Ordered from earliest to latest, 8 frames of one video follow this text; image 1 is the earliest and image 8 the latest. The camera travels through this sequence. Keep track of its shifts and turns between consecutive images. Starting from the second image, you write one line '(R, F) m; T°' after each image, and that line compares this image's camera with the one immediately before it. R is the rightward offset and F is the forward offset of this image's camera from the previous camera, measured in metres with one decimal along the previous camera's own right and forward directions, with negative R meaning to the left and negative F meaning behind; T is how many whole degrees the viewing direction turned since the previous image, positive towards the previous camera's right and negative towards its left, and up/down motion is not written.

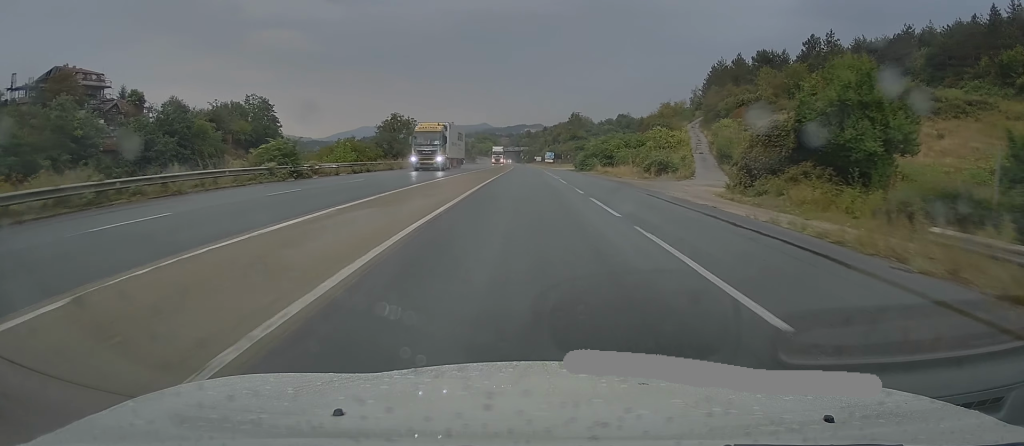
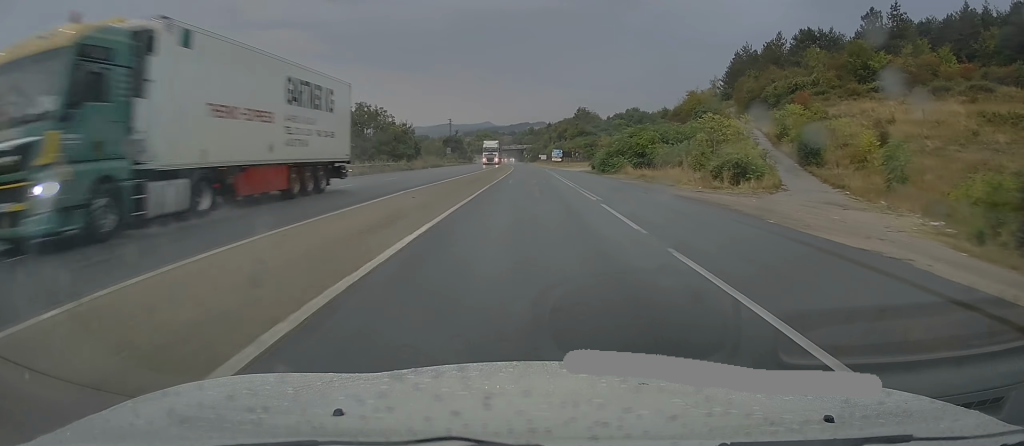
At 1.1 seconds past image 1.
(+0.5, +20.0) m; +2°
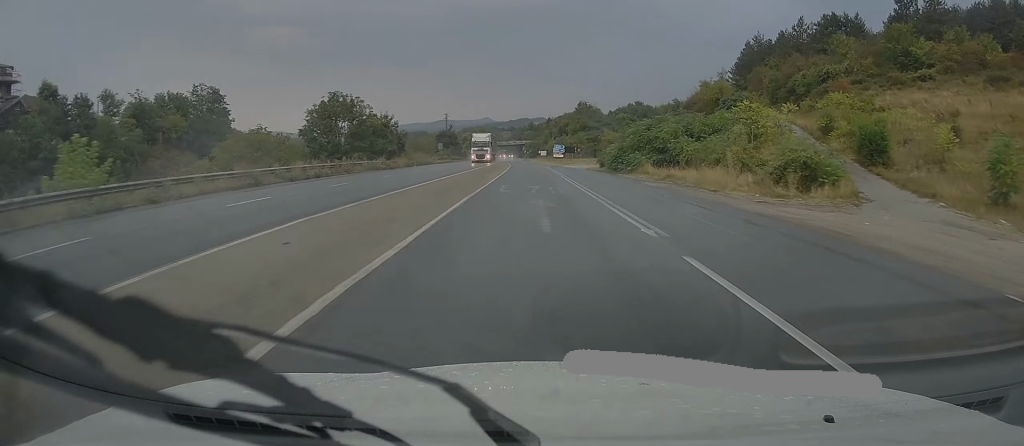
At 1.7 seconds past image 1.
(+0.1, +9.4) m; 0°
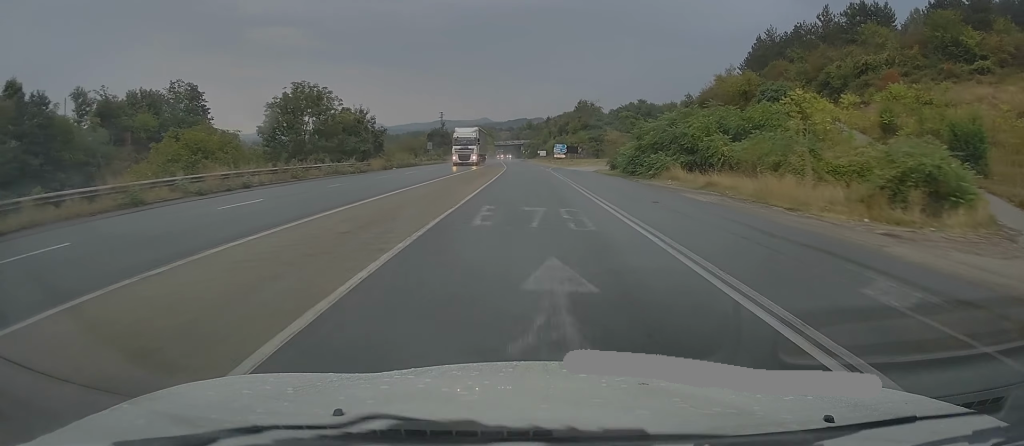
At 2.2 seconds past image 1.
(-0.2, +9.4) m; -2°
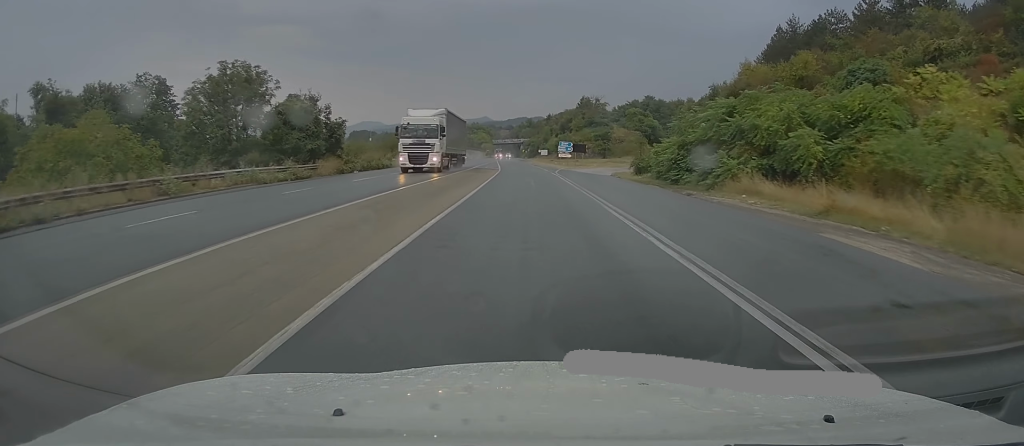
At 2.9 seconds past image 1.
(-0.2, +12.9) m; -1°
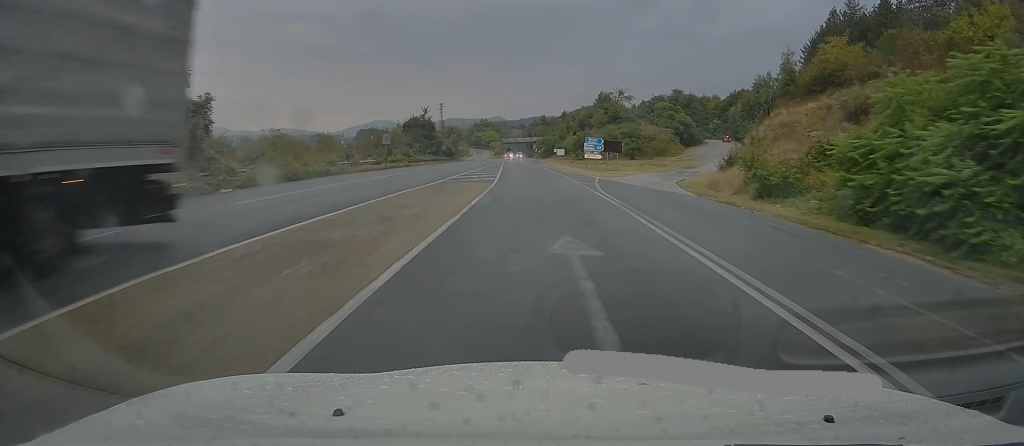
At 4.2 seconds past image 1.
(+0.1, +21.6) m; +1°
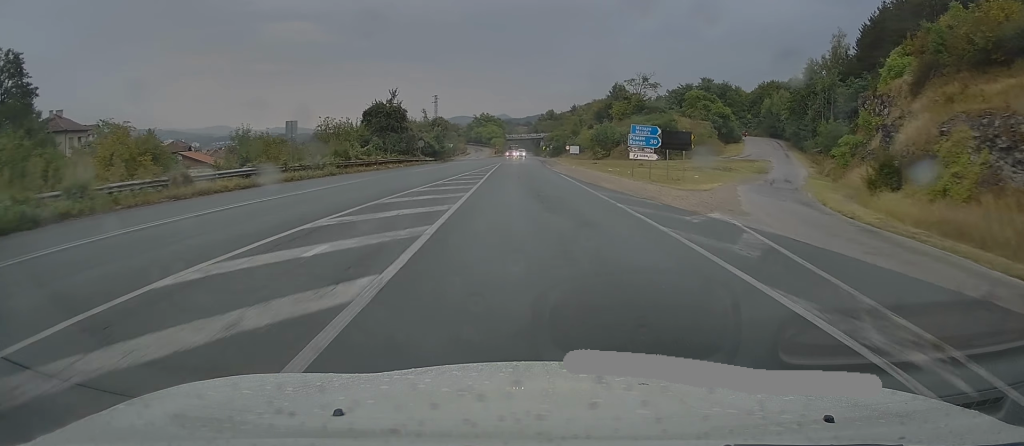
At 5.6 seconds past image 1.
(+0.3, +25.2) m; +1°
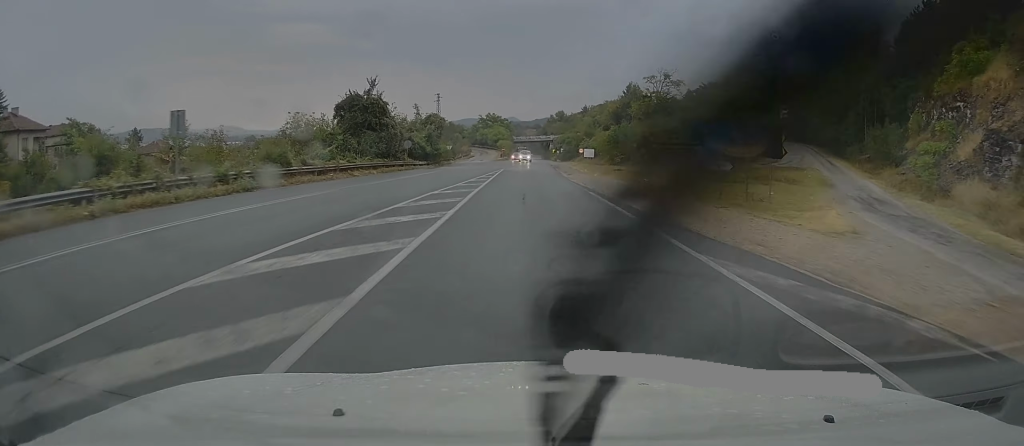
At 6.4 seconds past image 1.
(+0.2, +12.7) m; -2°
